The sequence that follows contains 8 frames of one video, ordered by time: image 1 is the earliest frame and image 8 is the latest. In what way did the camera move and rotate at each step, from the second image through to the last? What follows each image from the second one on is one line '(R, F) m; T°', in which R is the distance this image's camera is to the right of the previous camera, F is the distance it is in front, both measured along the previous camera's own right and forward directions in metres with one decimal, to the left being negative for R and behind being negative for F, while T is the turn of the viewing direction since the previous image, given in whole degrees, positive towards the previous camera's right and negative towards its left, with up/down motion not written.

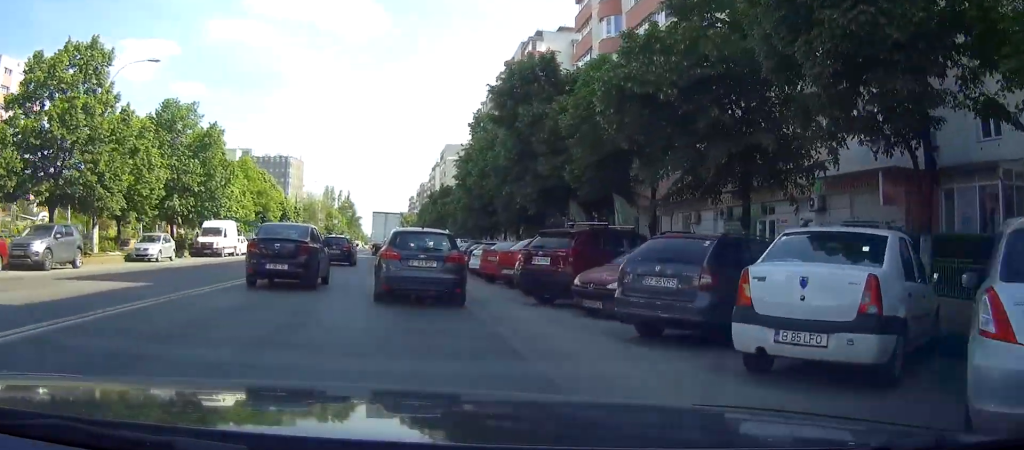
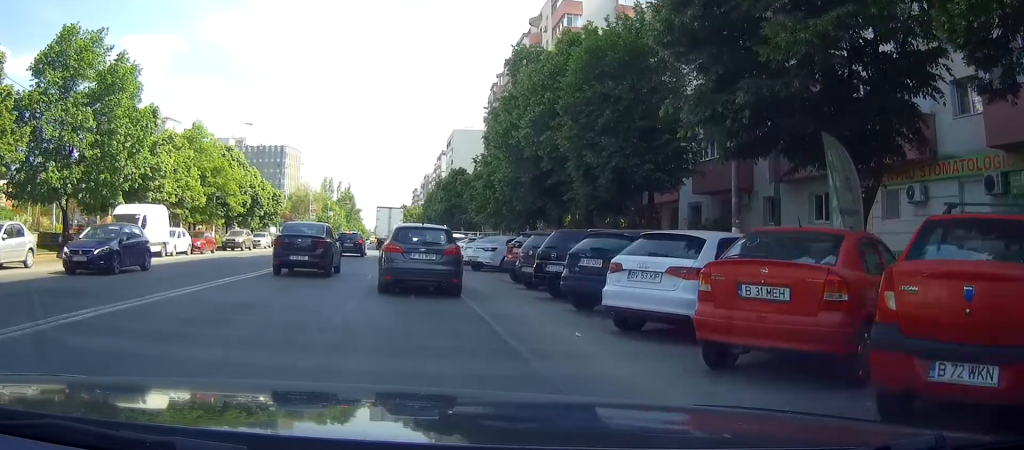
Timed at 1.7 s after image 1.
(0.0, +17.2) m; 0°
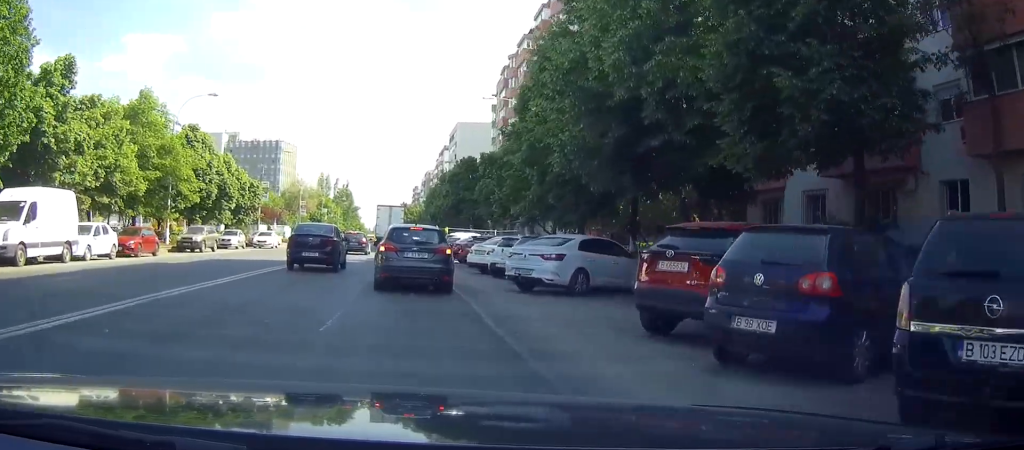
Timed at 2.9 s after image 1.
(0.0, +11.5) m; 0°
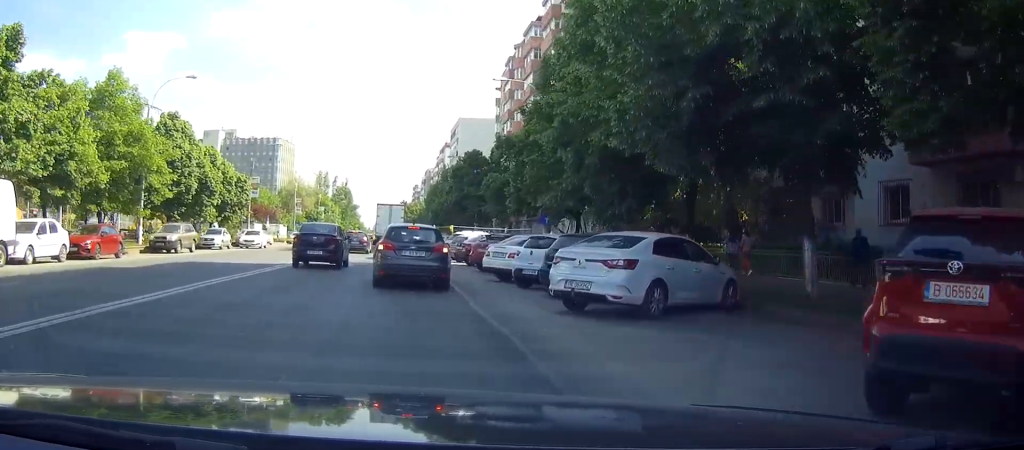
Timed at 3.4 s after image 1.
(0.0, +5.1) m; 0°
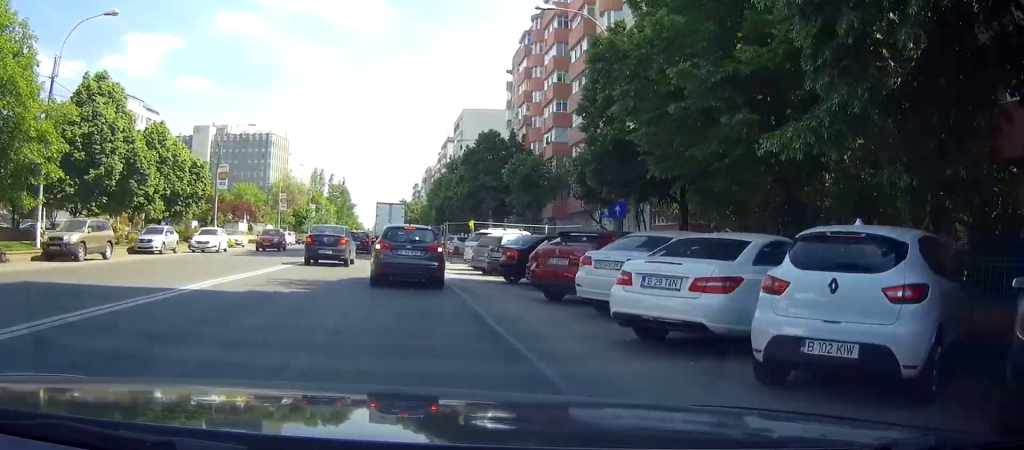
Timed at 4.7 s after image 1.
(0.0, +13.1) m; 0°
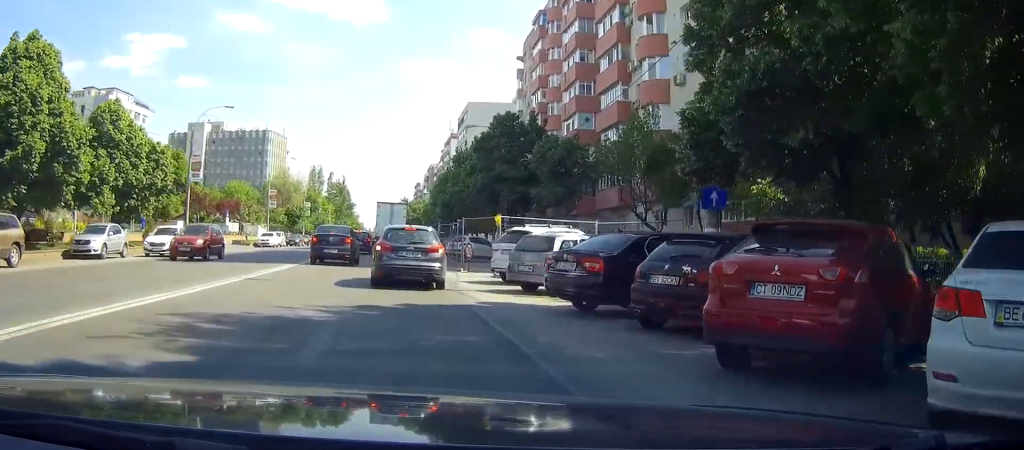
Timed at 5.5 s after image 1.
(0.0, +8.4) m; 0°
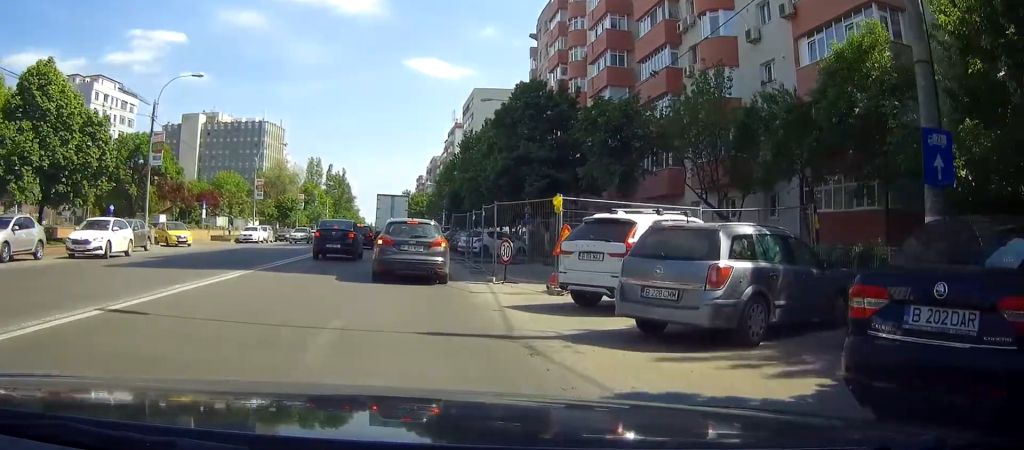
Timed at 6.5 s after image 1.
(0.0, +9.2) m; -1°
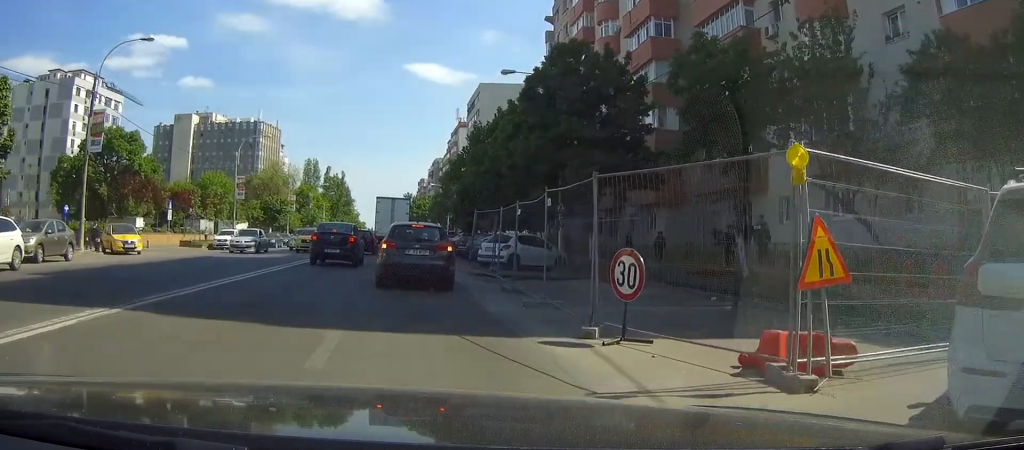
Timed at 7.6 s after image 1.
(-0.2, +9.8) m; -1°
